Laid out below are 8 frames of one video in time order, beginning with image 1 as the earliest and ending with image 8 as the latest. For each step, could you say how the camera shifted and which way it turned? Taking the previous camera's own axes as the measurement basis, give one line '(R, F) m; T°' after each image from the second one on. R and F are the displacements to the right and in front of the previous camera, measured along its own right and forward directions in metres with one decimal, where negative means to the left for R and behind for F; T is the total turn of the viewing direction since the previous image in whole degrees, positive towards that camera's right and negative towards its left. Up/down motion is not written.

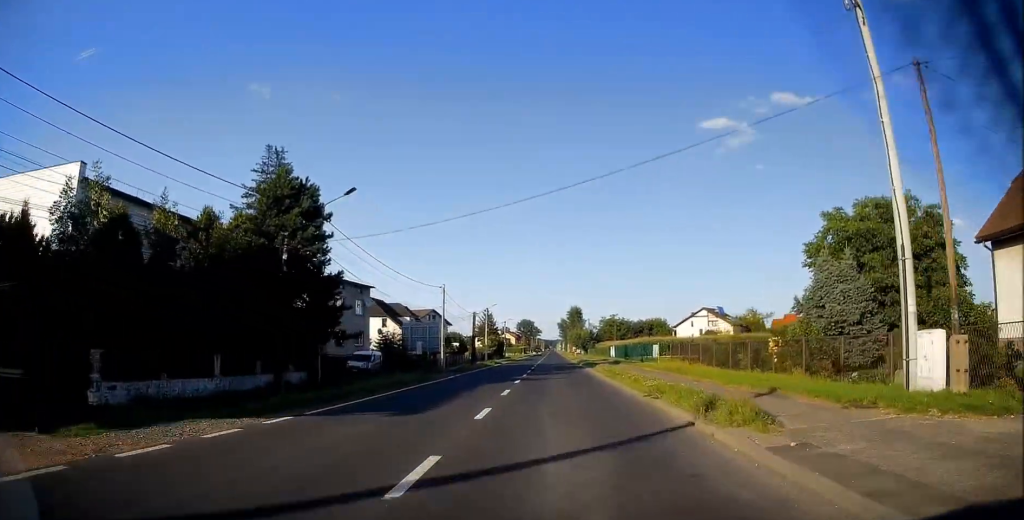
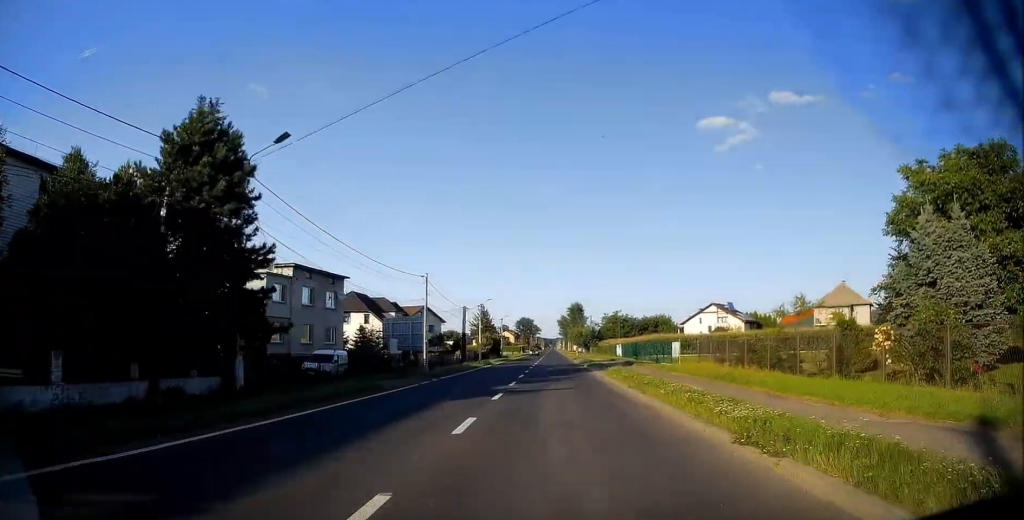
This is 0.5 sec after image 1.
(0.0, +7.9) m; +1°
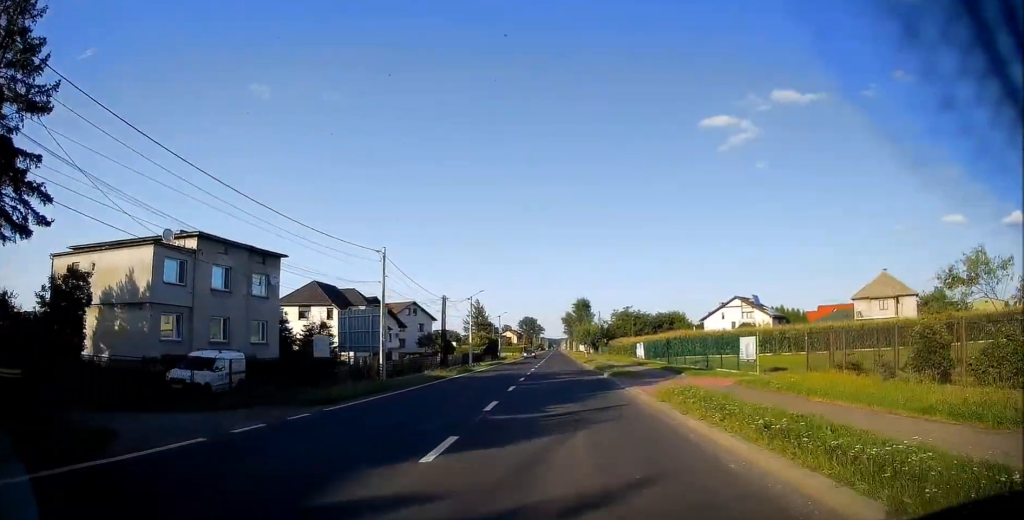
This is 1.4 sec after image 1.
(+0.3, +13.6) m; 0°
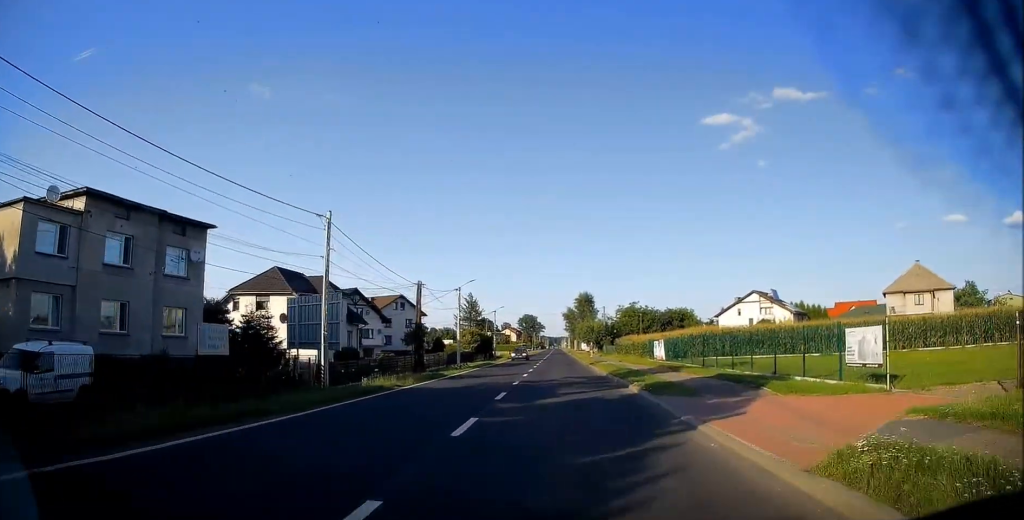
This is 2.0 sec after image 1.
(-0.1, +9.9) m; -1°
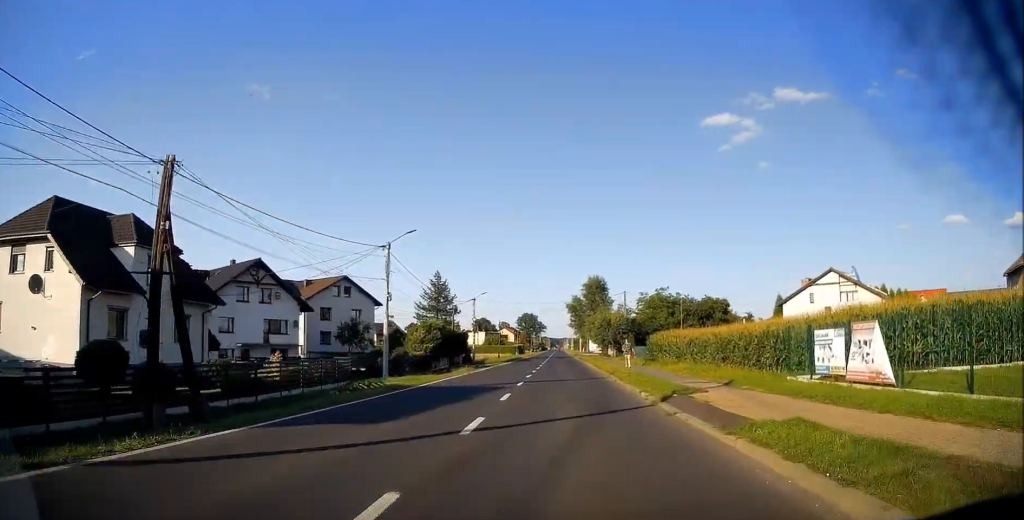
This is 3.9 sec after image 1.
(-0.4, +29.7) m; -1°
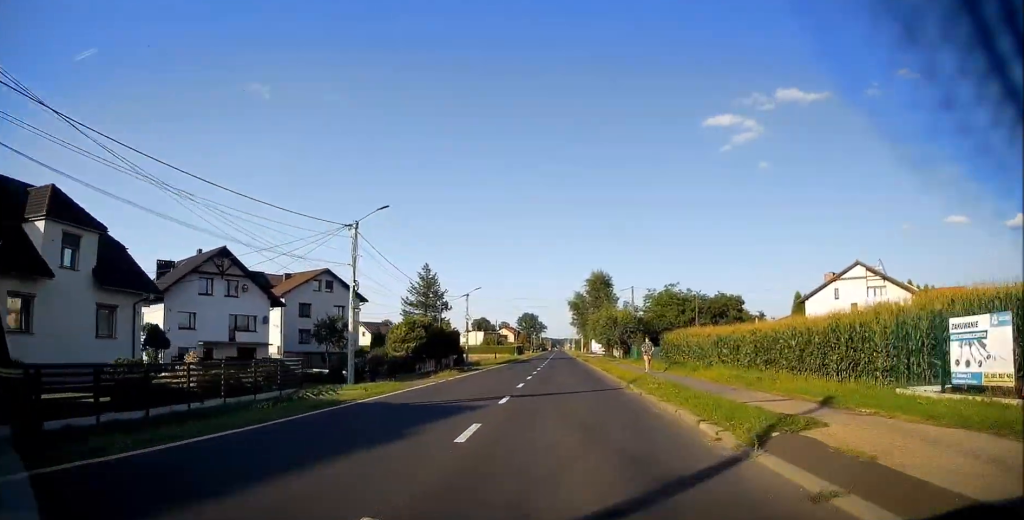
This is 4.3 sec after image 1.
(0.0, +6.8) m; 0°
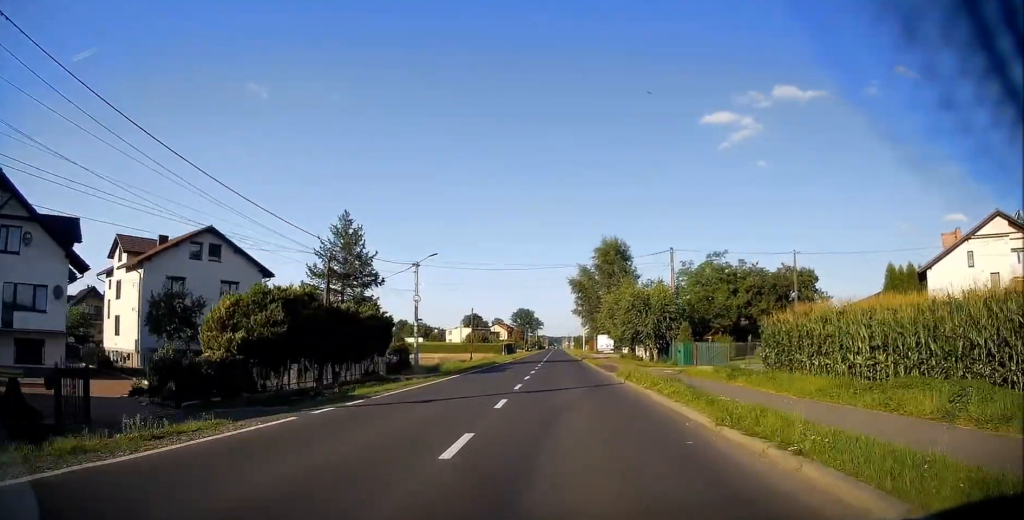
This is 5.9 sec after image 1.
(0.0, +25.1) m; 0°
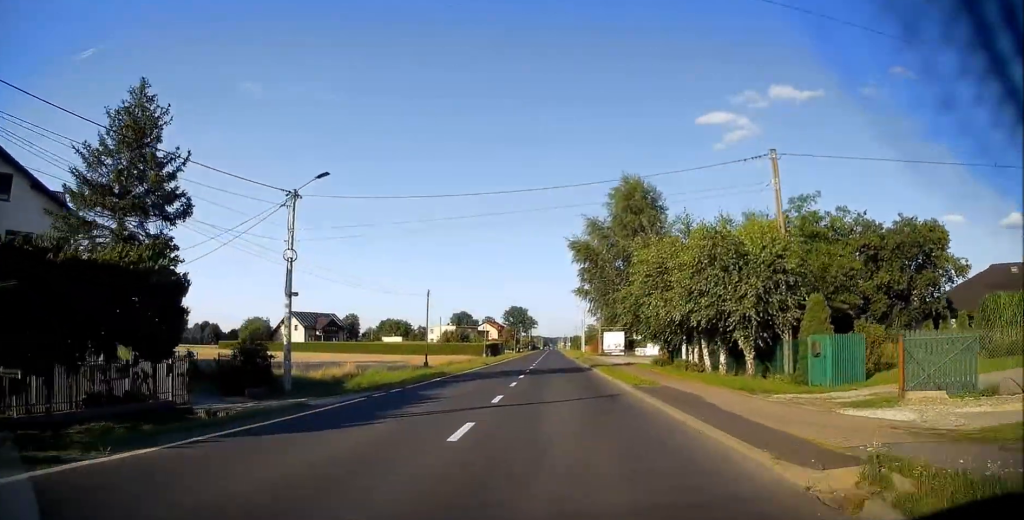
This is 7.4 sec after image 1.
(-0.1, +22.5) m; 0°
